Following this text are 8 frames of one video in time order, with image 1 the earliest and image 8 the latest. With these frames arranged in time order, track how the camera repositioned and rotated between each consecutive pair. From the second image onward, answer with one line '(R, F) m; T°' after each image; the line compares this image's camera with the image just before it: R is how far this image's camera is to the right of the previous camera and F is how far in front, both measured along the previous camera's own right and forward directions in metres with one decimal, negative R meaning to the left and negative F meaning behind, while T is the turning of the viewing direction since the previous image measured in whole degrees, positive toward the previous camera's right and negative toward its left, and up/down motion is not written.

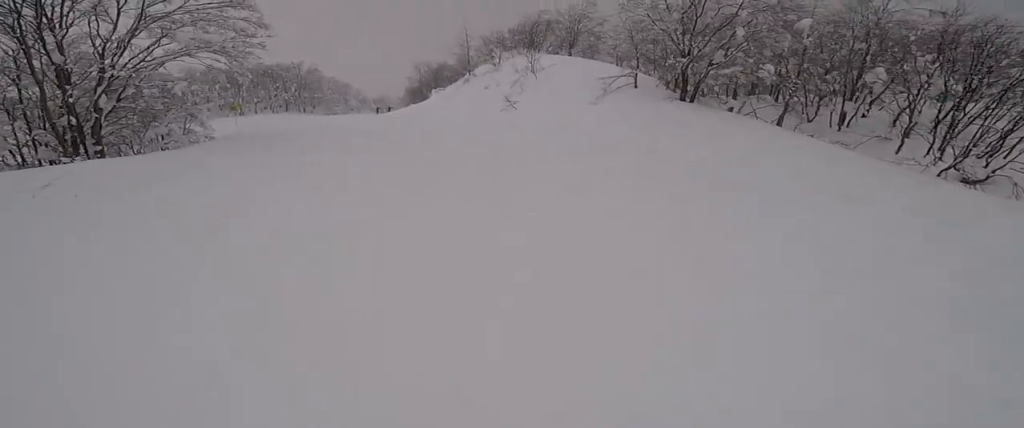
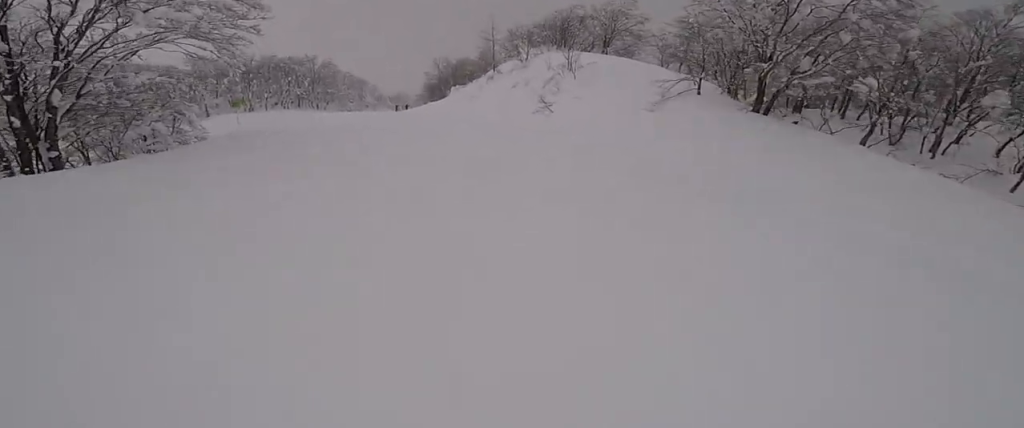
(+0.2, +2.8) m; 0°
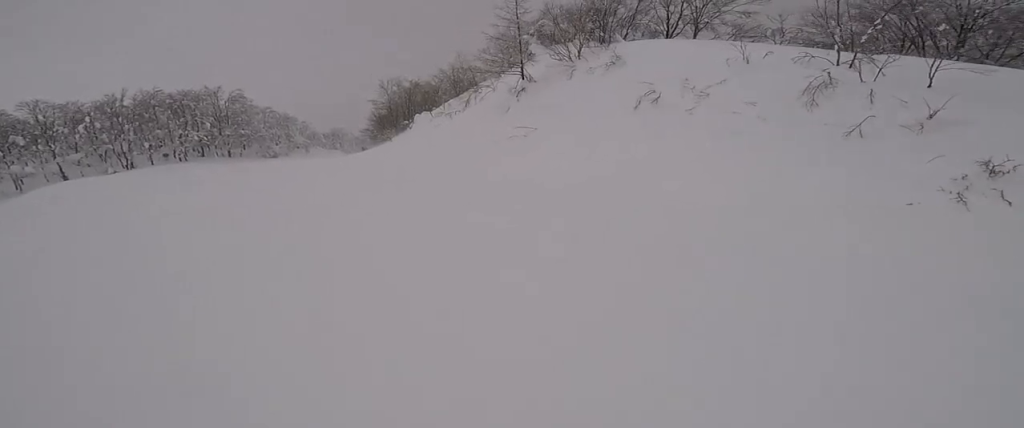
(+0.3, +17.4) m; -9°
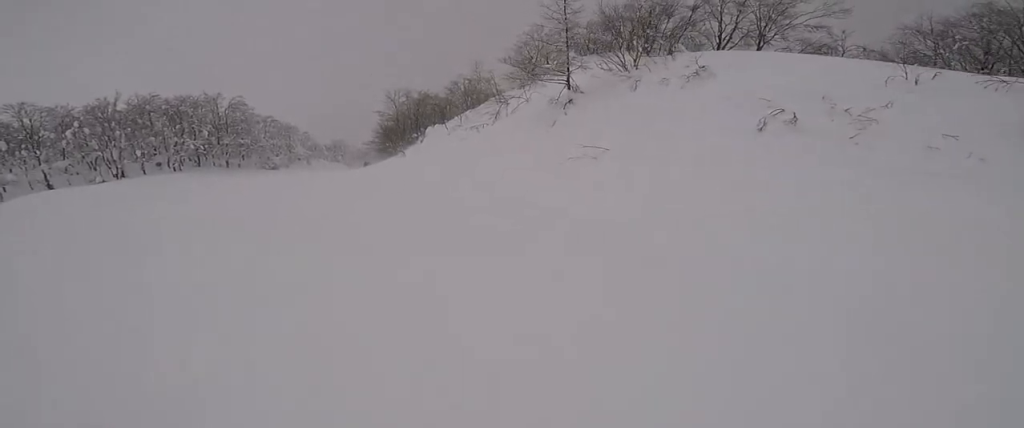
(-0.8, +3.3) m; -3°
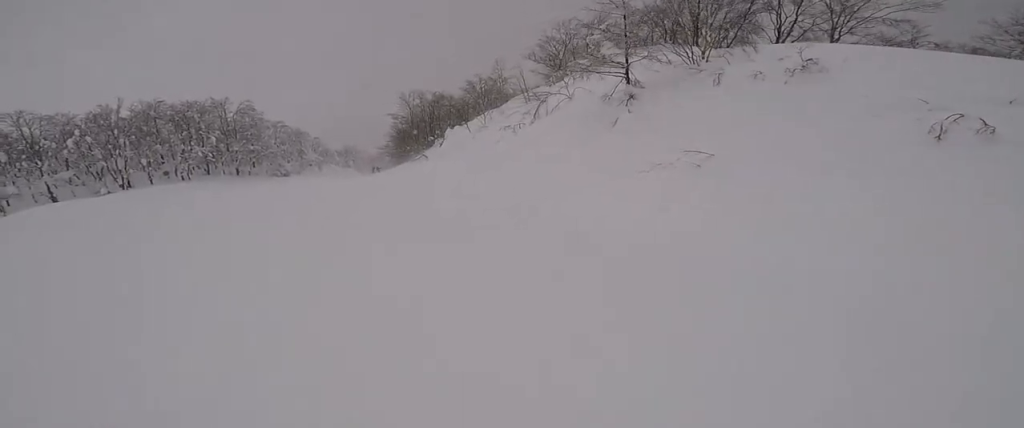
(-0.3, +2.8) m; -2°
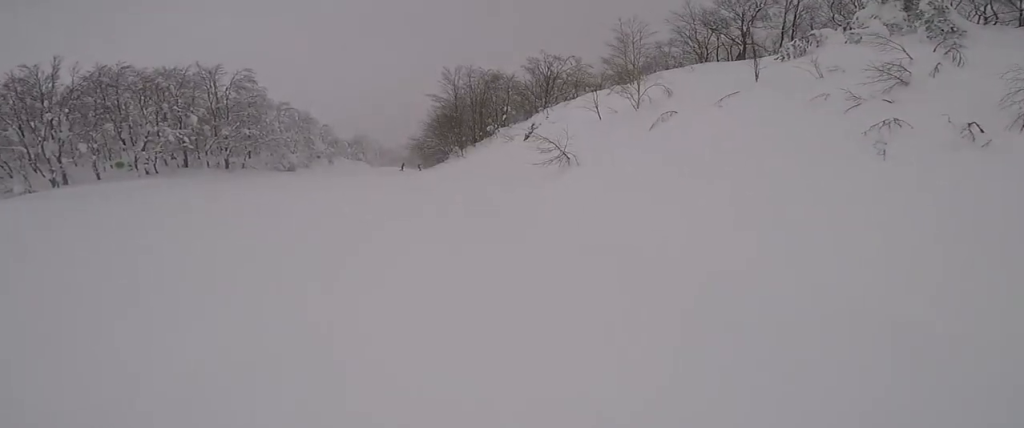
(+1.1, +14.6) m; +4°
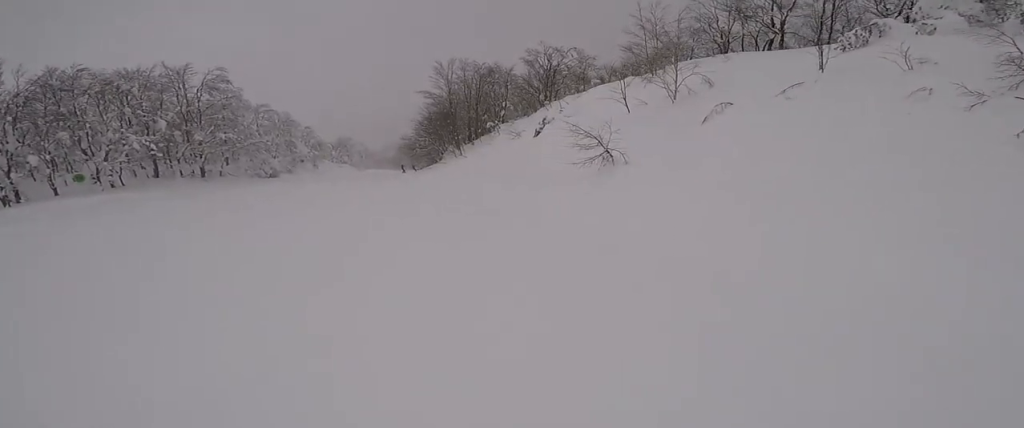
(+0.1, +2.6) m; 0°
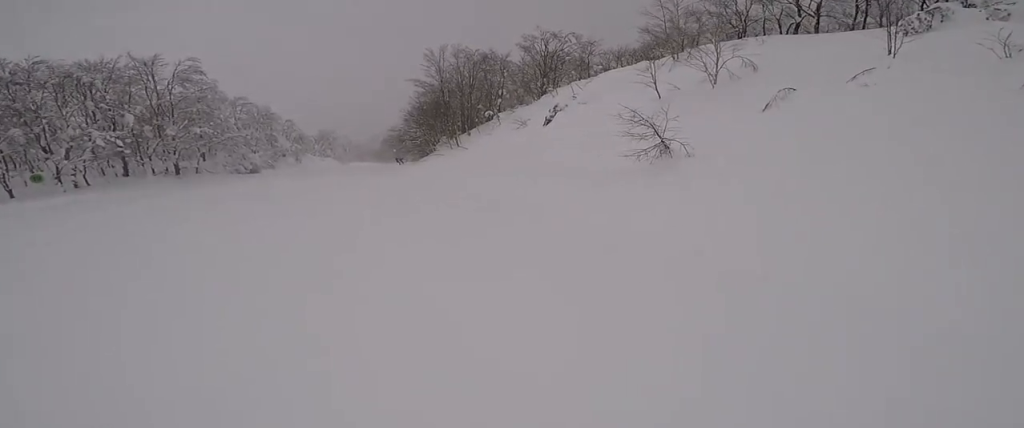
(-0.6, +2.3) m; 0°
